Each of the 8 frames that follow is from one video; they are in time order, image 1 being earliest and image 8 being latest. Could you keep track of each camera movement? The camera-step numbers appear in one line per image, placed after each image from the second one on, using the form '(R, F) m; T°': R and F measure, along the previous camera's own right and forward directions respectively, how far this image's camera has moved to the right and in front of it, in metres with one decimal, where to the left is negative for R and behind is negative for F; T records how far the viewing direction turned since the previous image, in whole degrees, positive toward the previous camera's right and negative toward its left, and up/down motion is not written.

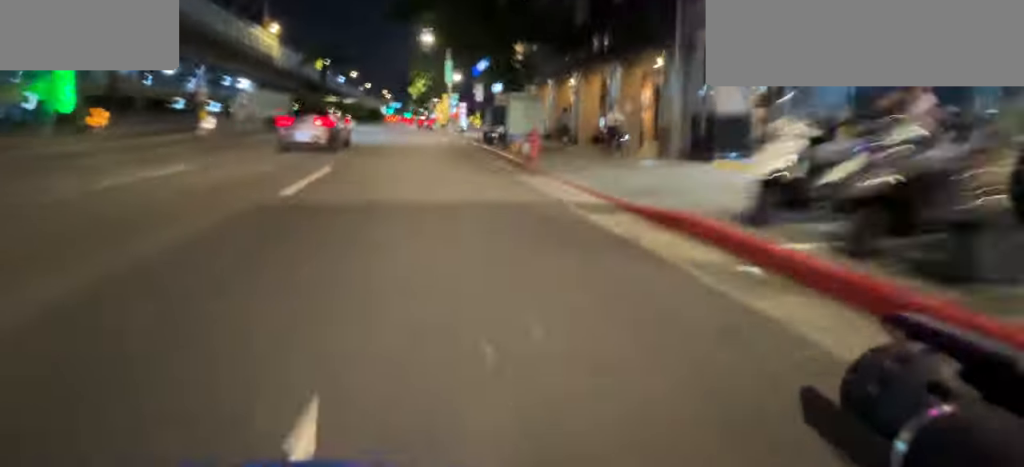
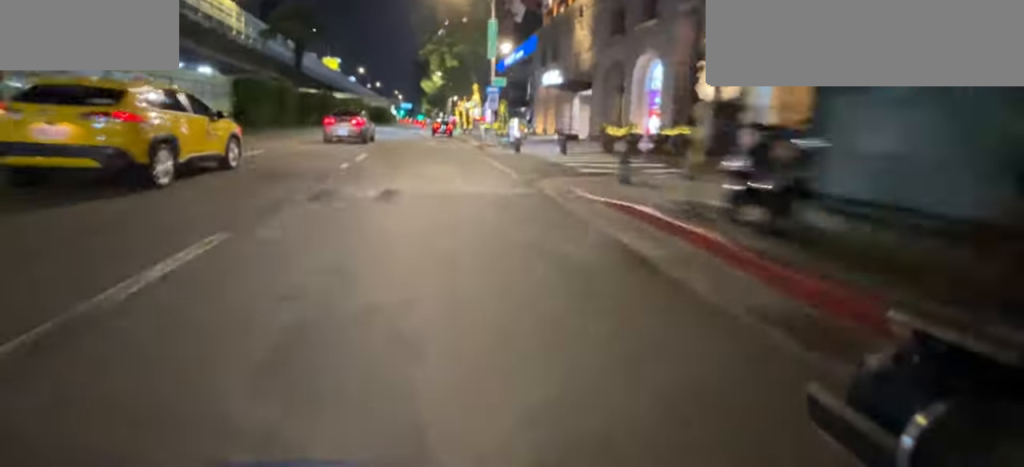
(-0.1, +18.8) m; 0°
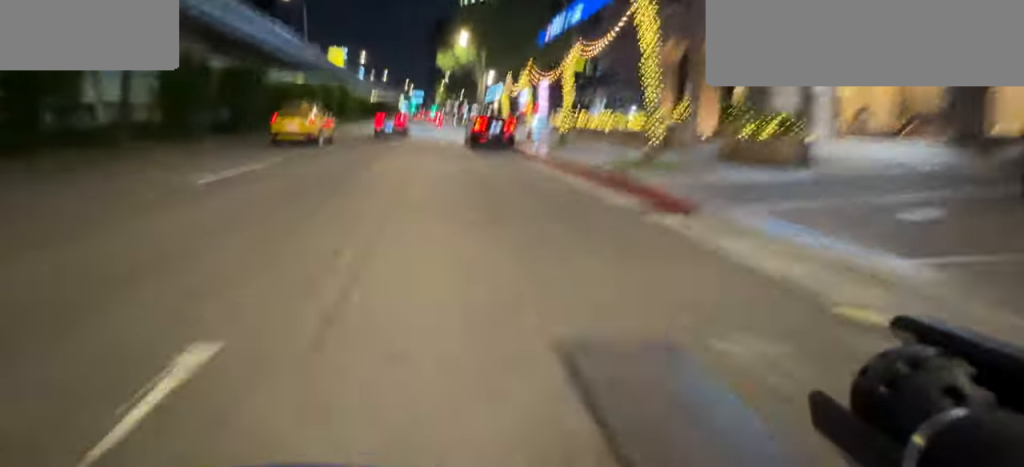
(0.0, +23.2) m; 0°
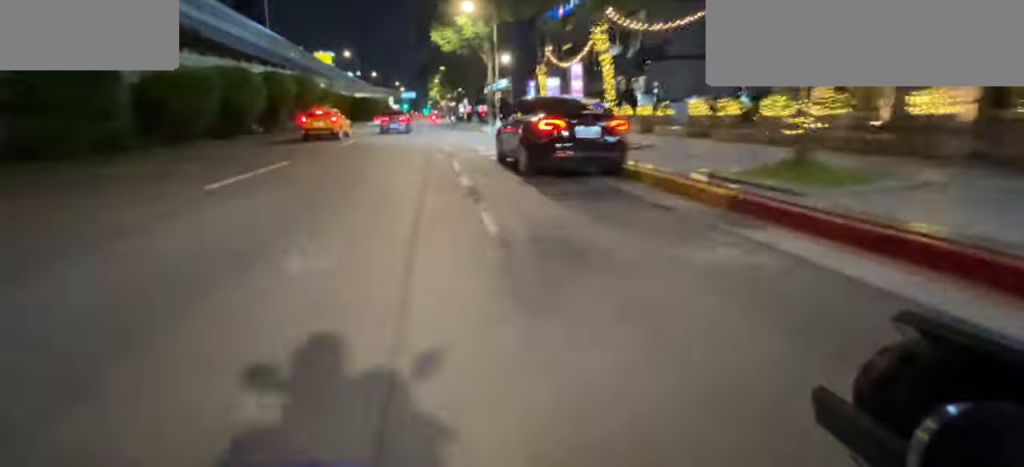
(0.0, +10.4) m; 0°
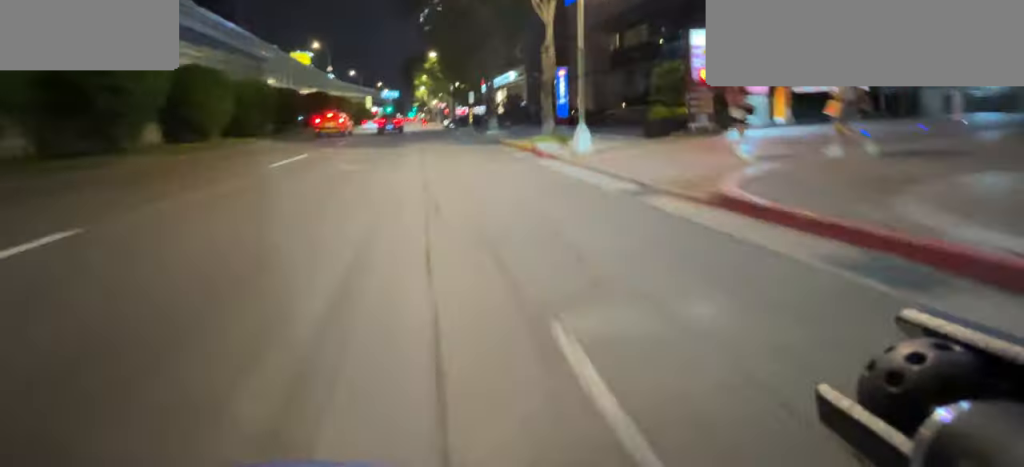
(0.0, +16.4) m; -1°
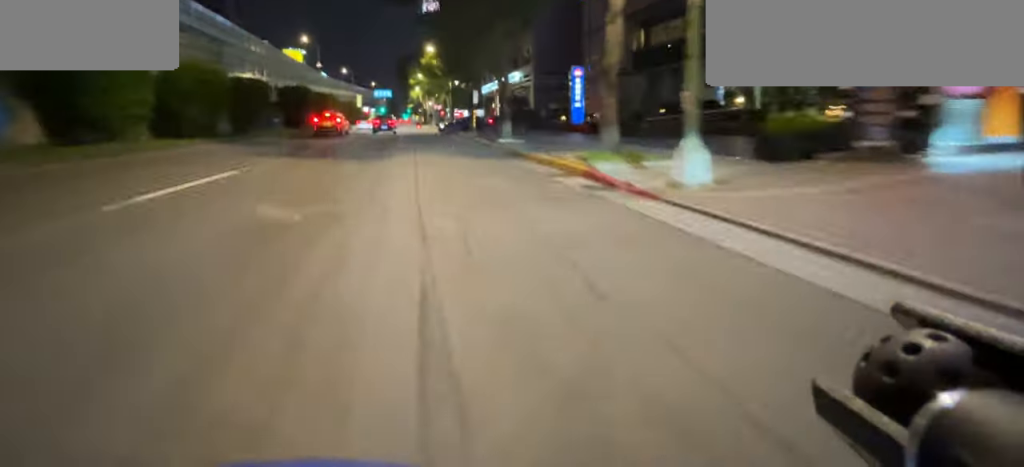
(0.0, +4.9) m; -1°
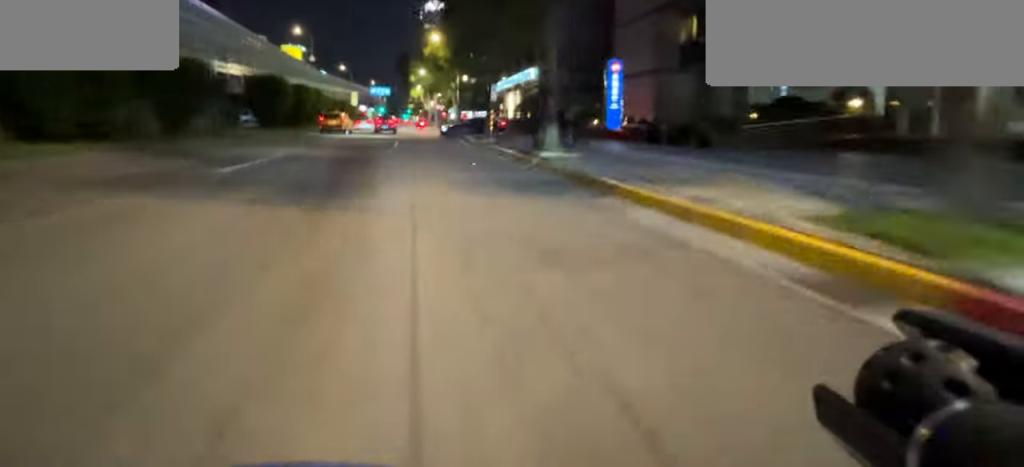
(-0.2, +5.8) m; -1°
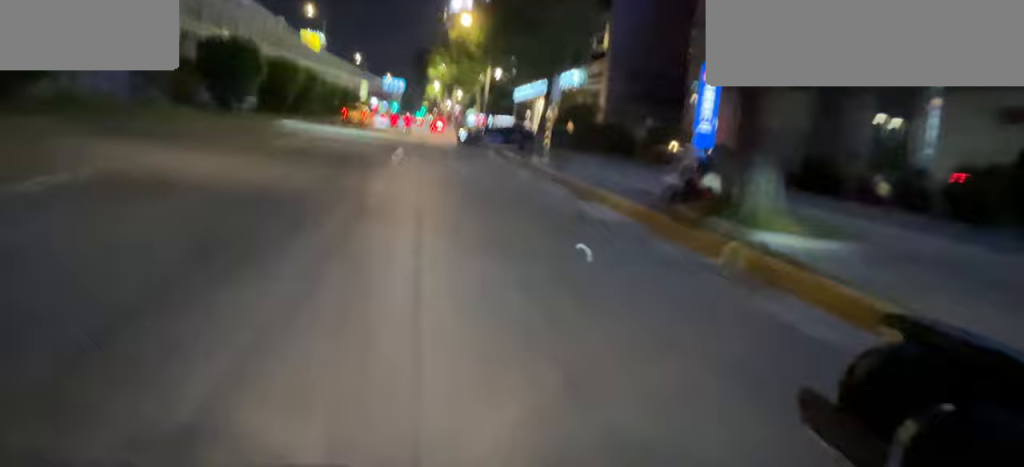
(-0.1, +6.9) m; -1°
